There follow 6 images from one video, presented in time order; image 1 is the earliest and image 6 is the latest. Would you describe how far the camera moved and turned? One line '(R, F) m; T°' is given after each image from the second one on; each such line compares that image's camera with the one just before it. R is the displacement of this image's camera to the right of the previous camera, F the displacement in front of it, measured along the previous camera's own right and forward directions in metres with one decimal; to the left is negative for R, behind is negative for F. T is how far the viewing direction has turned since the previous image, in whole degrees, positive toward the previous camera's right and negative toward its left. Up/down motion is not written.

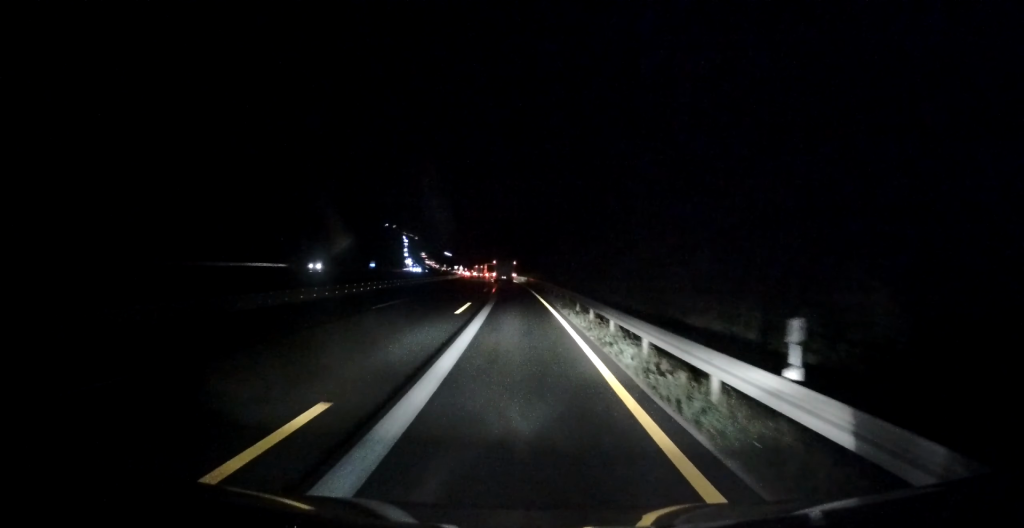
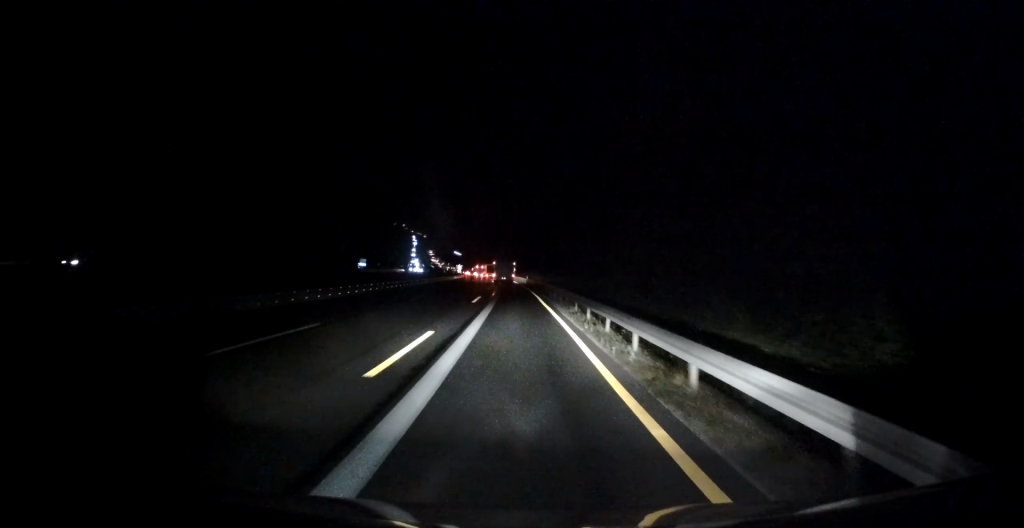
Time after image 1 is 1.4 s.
(-0.1, +30.7) m; -1°
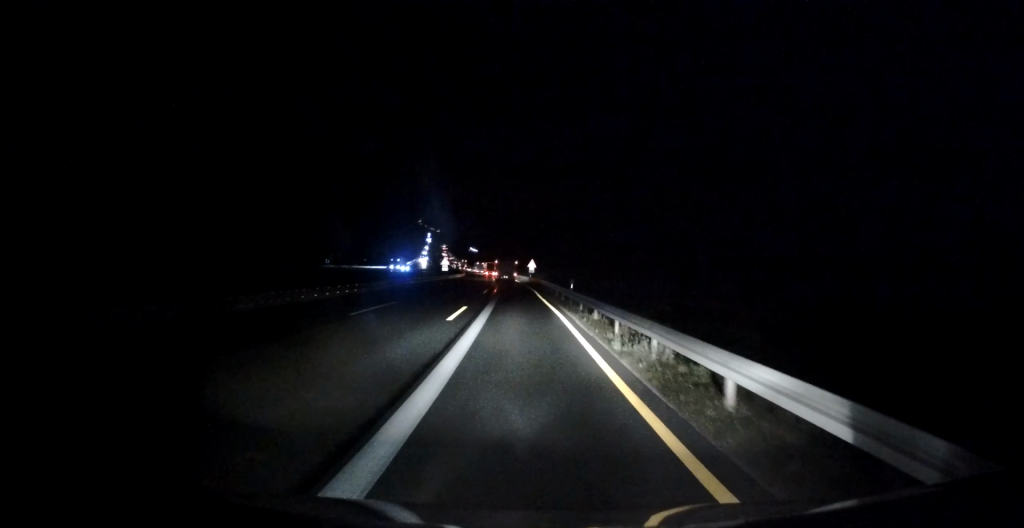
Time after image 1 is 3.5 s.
(-1.1, +48.7) m; -2°
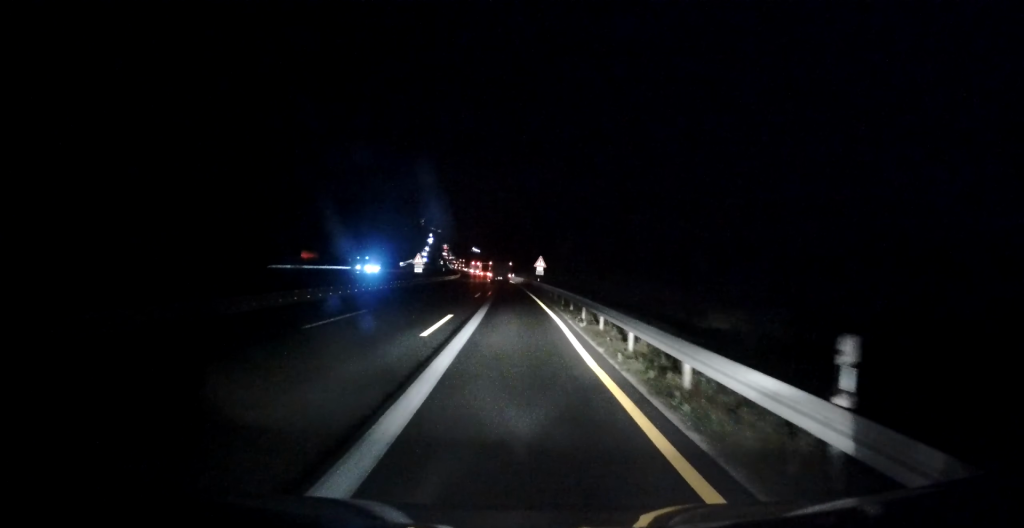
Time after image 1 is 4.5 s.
(0.0, +22.5) m; -2°
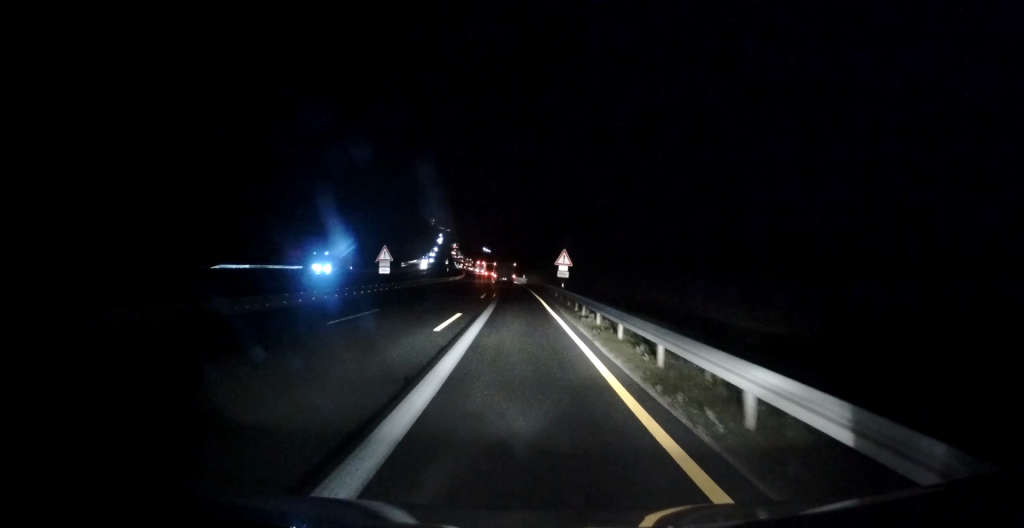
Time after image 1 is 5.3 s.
(-0.5, +18.0) m; -1°
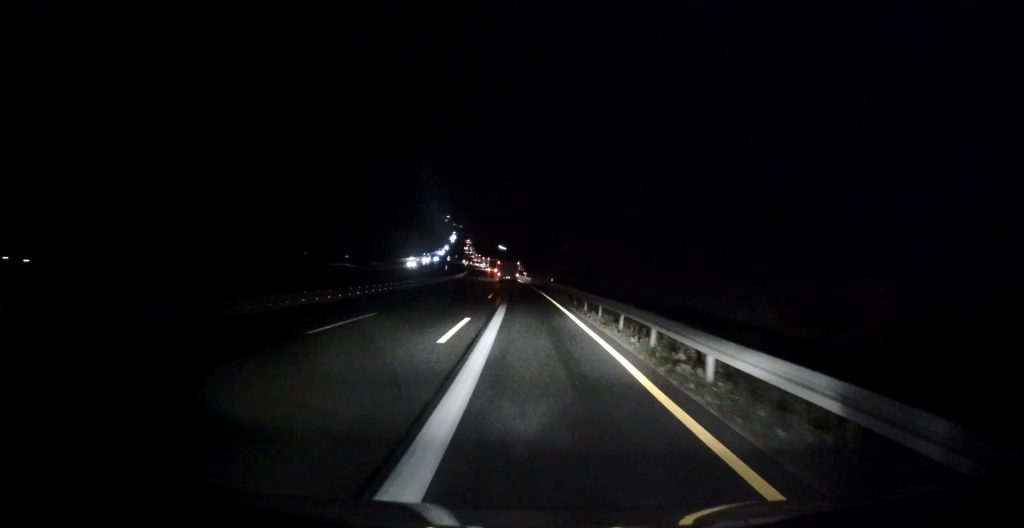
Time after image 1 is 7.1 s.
(-0.3, +39.8) m; 0°
